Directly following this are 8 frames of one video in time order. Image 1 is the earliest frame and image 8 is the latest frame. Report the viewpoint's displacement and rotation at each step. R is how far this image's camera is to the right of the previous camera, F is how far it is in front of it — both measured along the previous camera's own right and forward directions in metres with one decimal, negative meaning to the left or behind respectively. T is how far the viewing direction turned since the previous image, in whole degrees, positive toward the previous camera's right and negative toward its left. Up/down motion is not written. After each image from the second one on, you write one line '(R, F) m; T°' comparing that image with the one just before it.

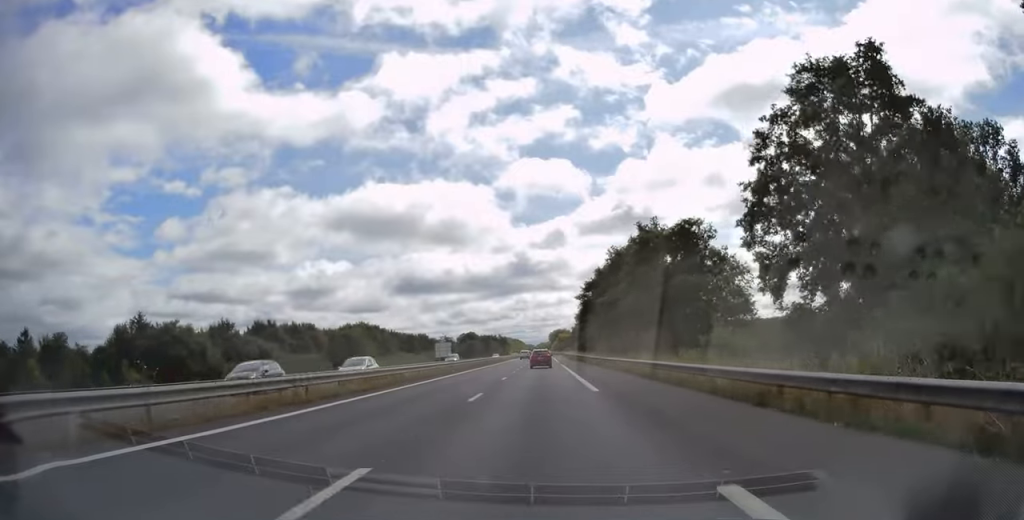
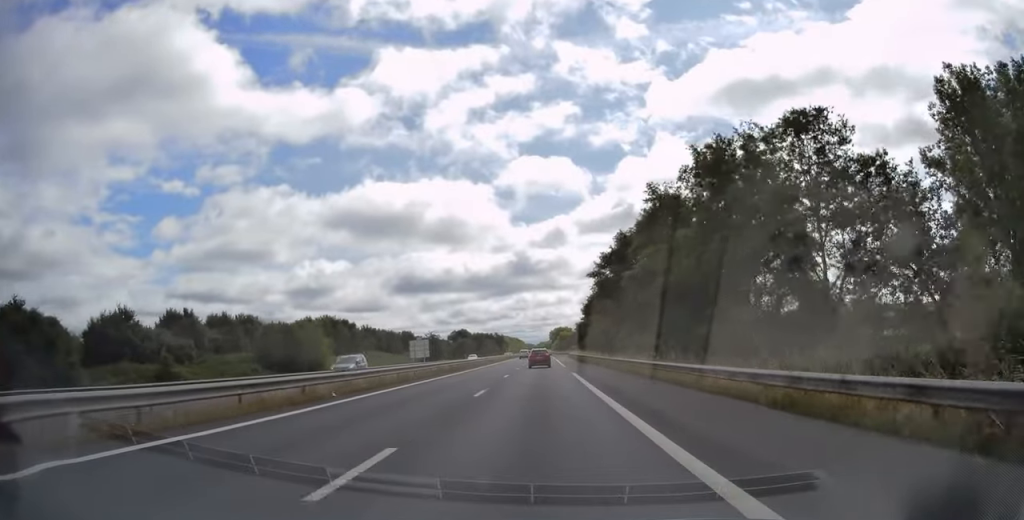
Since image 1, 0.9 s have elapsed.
(+0.2, +24.2) m; 0°
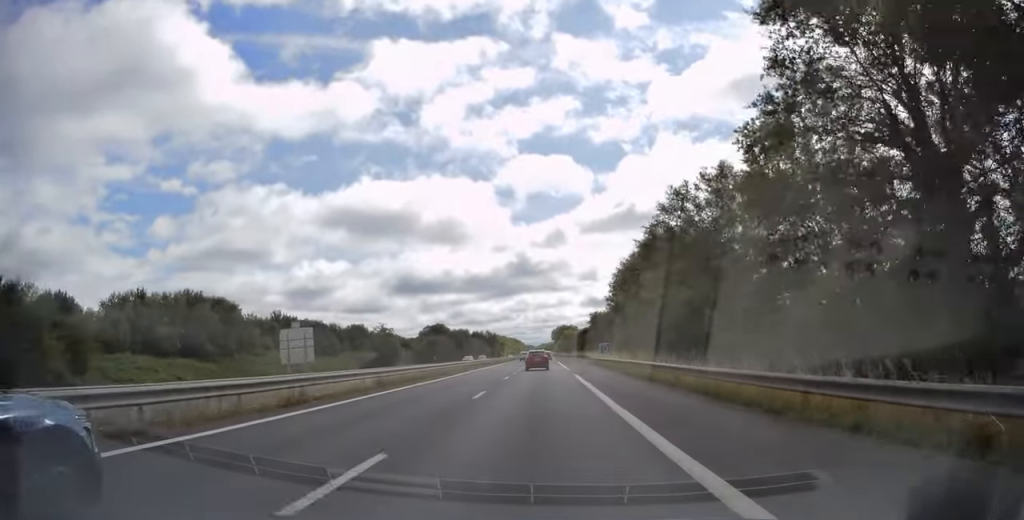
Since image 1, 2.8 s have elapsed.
(-0.8, +51.8) m; -1°
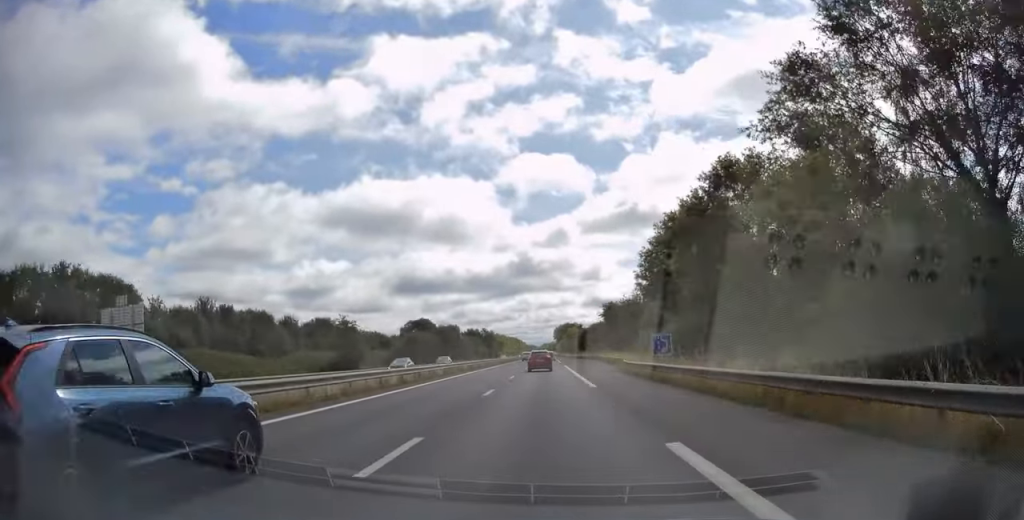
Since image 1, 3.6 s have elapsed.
(0.0, +24.0) m; +1°
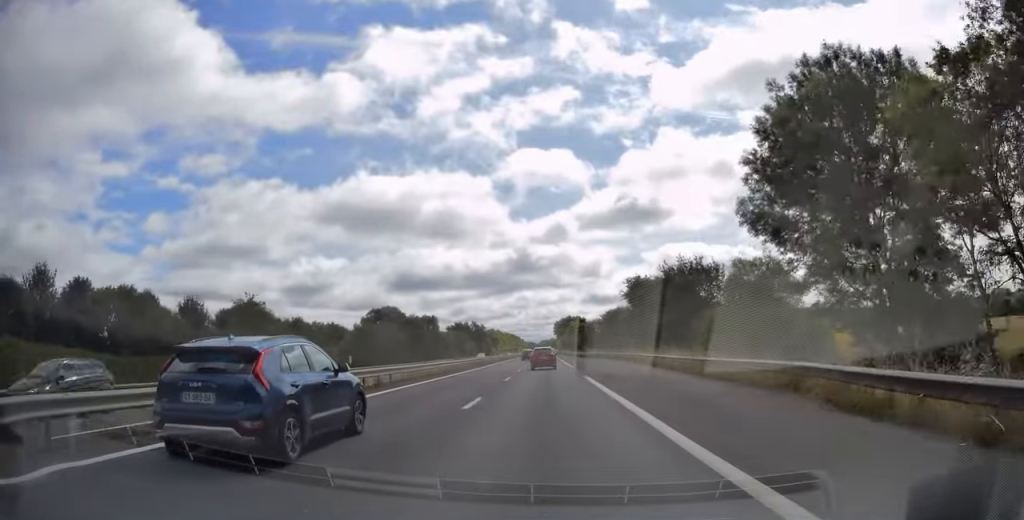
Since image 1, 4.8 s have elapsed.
(+0.3, +30.9) m; 0°
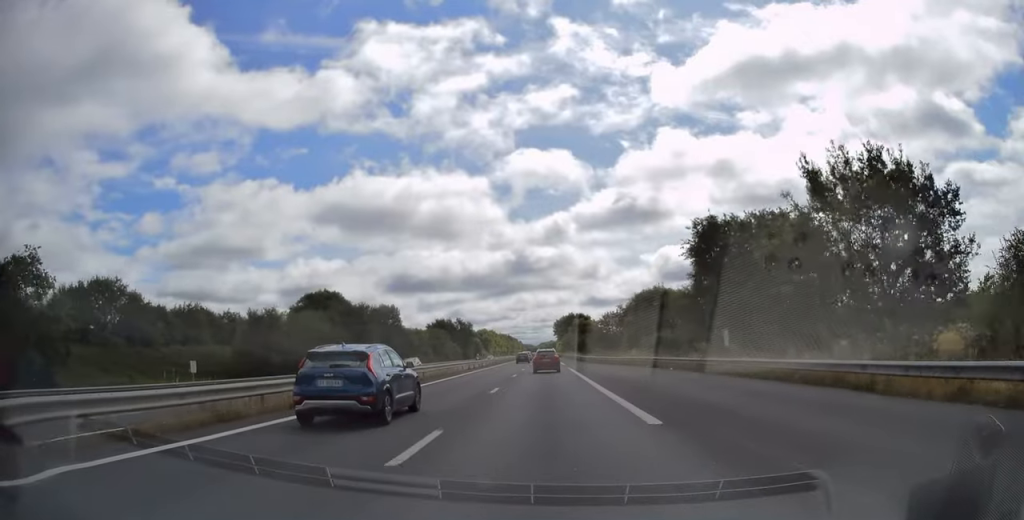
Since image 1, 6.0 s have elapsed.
(-0.4, +32.9) m; 0°
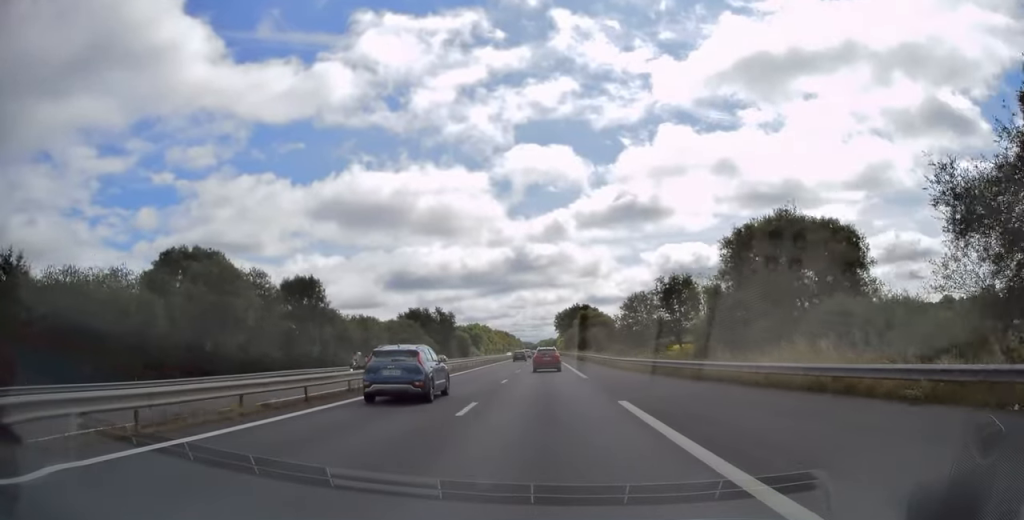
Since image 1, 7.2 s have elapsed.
(+0.4, +33.4) m; +1°
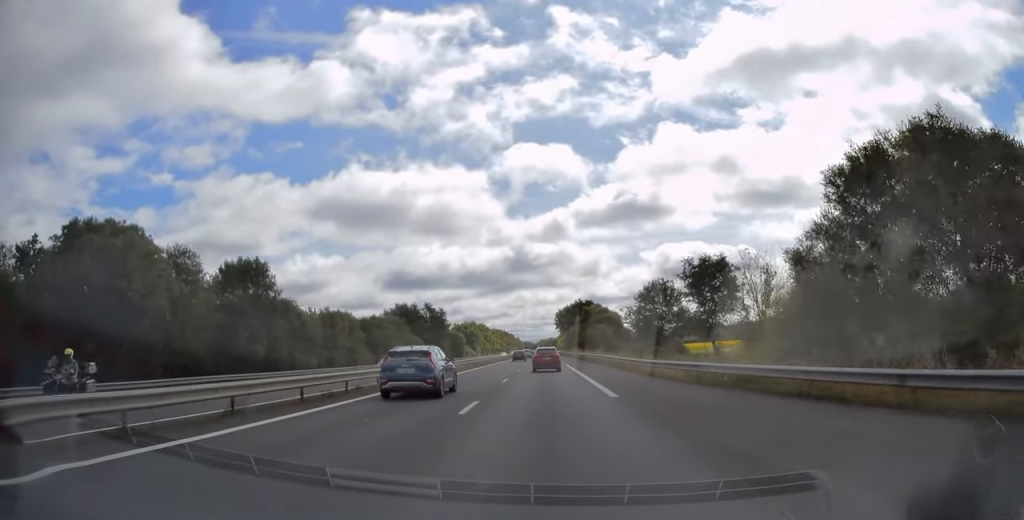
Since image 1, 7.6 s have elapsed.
(+0.1, +12.5) m; 0°
